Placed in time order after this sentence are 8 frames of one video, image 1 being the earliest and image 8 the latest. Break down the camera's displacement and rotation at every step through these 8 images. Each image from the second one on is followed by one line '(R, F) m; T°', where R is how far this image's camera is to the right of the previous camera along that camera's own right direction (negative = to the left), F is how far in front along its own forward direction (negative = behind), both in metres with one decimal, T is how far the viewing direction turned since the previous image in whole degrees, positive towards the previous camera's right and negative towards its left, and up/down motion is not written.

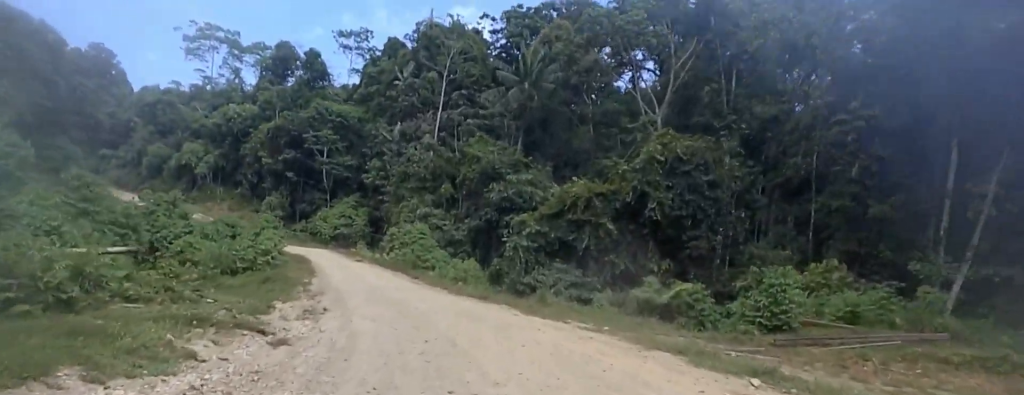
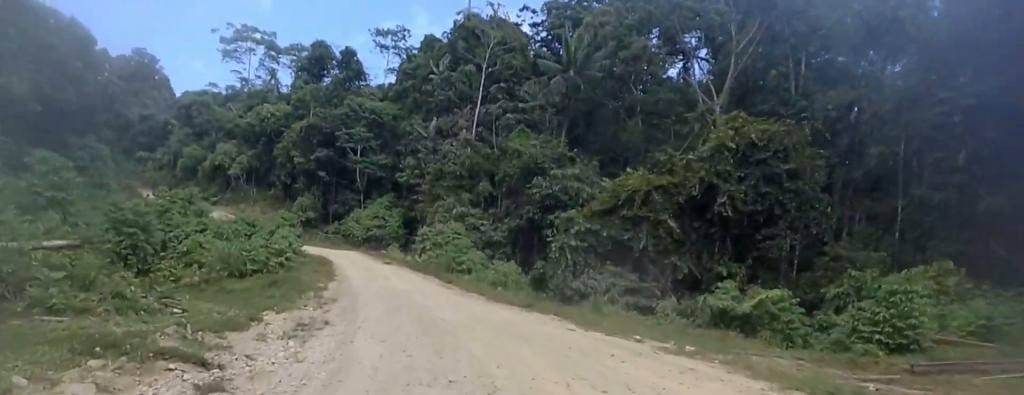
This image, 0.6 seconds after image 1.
(0.0, +4.3) m; 0°
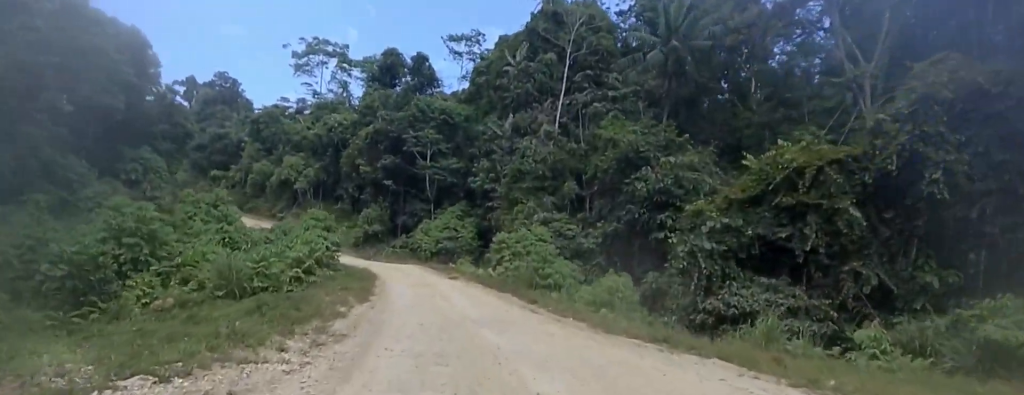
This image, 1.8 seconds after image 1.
(0.0, +8.6) m; 0°
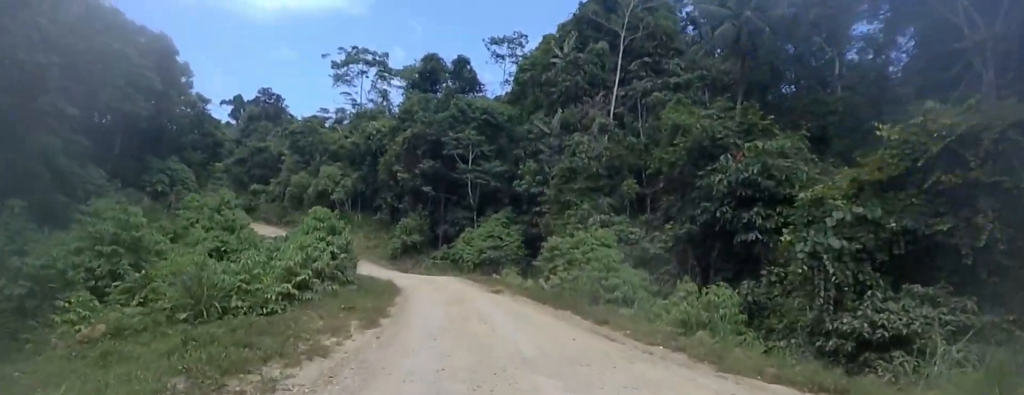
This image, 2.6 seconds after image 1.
(0.0, +5.1) m; 0°
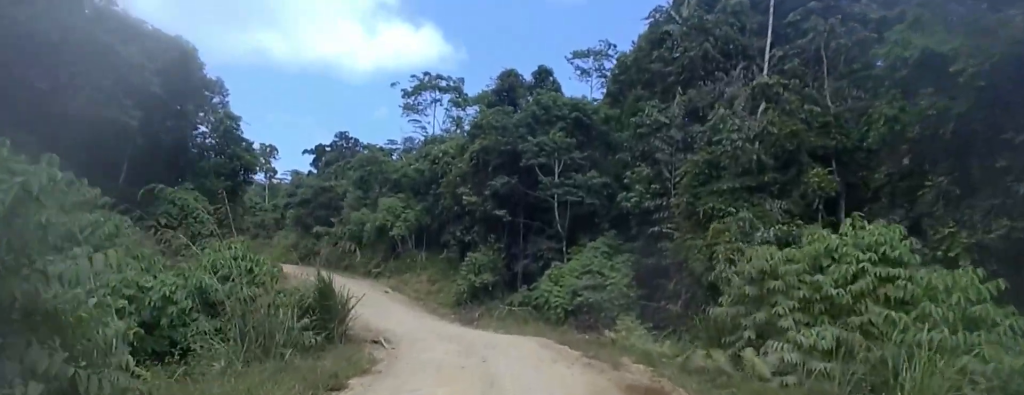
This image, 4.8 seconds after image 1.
(-0.4, +13.0) m; -11°
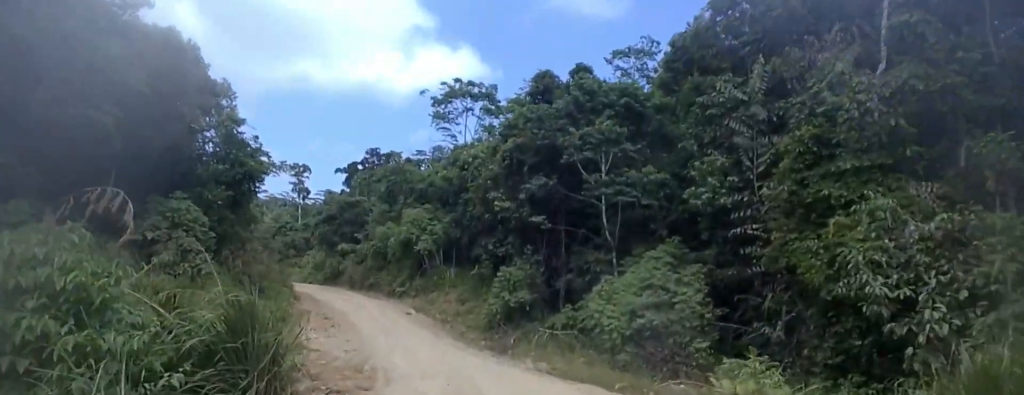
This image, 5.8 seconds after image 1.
(-0.7, +5.7) m; -12°
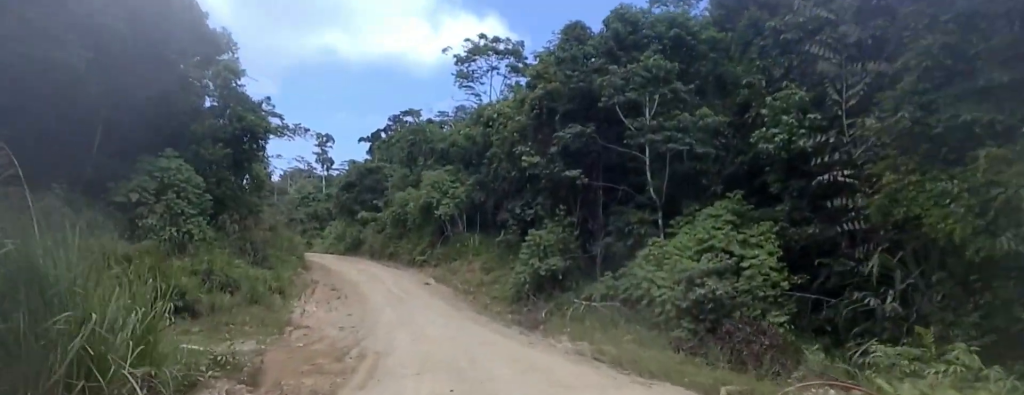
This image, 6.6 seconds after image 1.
(-0.3, +3.9) m; -4°
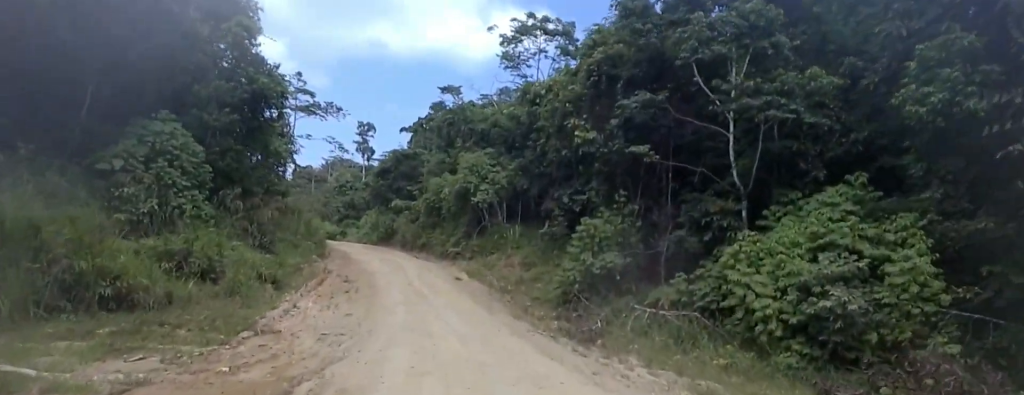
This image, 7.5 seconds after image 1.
(0.0, +4.8) m; 0°
